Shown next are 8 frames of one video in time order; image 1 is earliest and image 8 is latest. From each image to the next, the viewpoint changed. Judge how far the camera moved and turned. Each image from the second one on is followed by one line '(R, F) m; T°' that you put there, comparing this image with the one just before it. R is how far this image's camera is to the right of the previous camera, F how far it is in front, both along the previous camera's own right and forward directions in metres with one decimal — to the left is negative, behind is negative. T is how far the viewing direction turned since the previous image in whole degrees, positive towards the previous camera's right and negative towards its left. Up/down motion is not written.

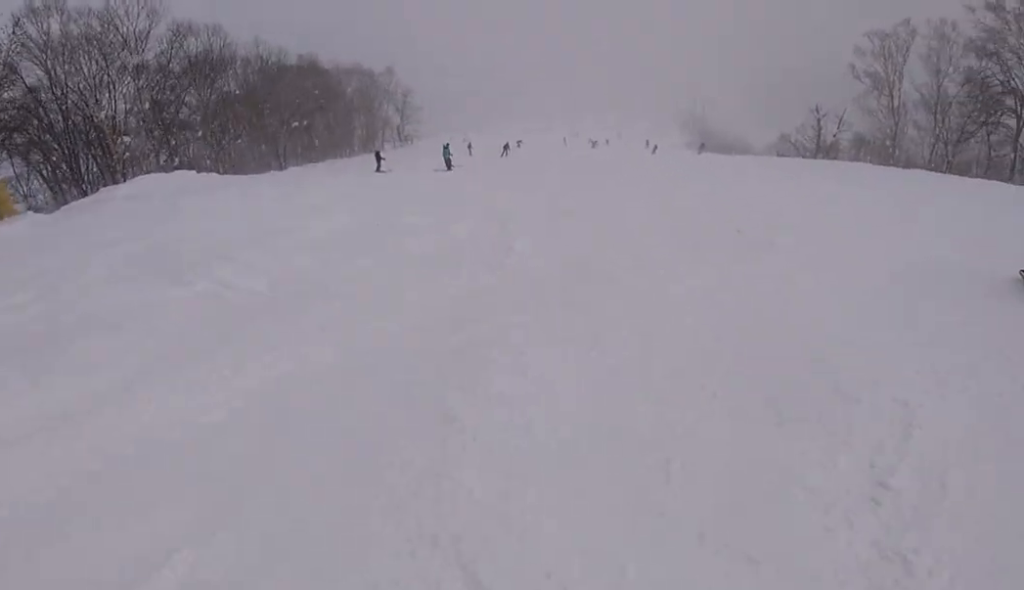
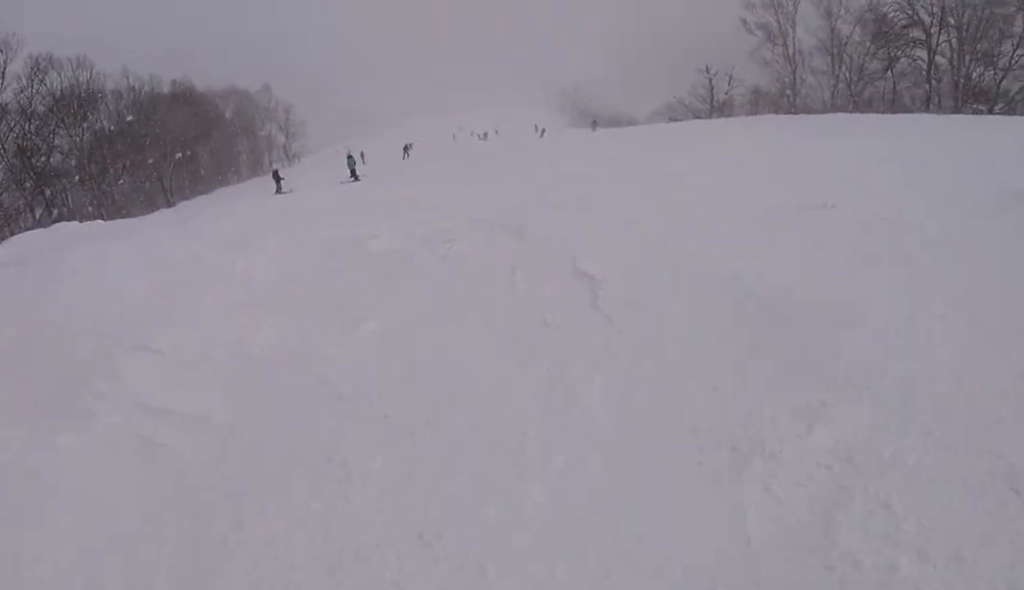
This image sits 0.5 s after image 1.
(+0.3, +3.5) m; +7°
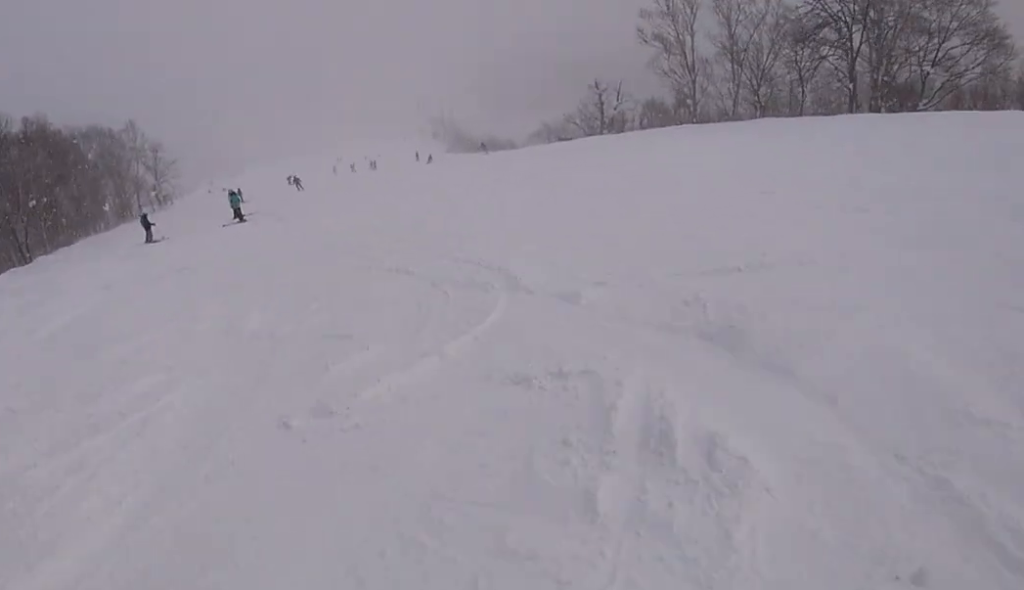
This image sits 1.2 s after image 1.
(+0.8, +5.4) m; +1°
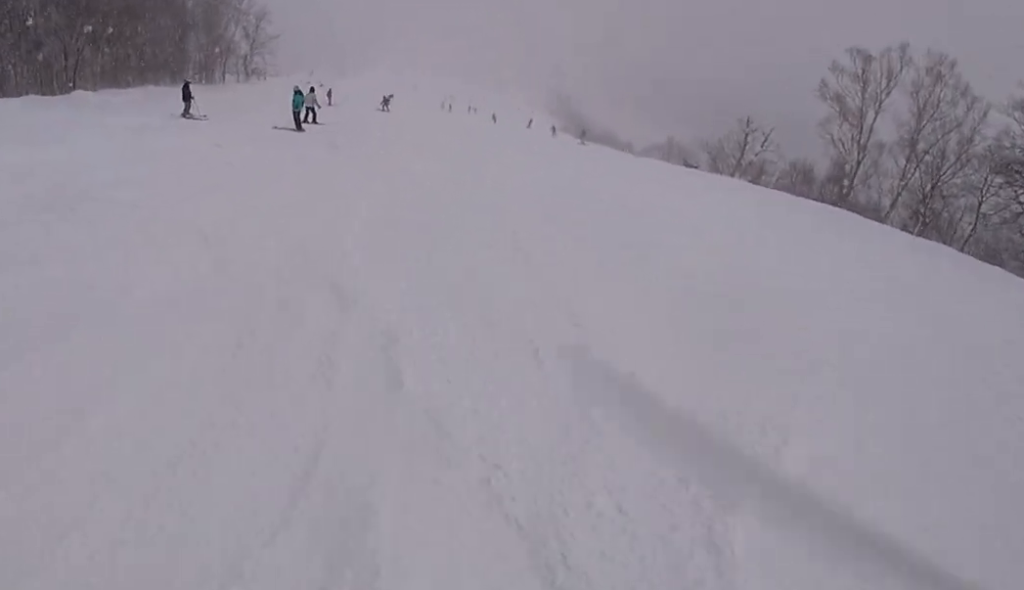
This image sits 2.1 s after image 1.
(-0.7, +6.1) m; +1°
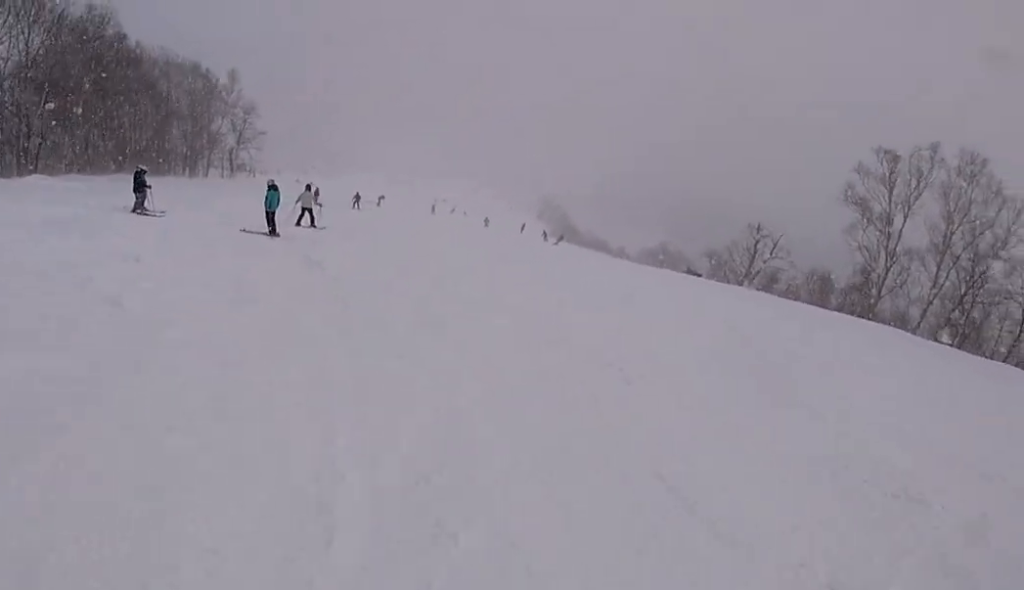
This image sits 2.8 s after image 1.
(+0.3, +5.0) m; +7°
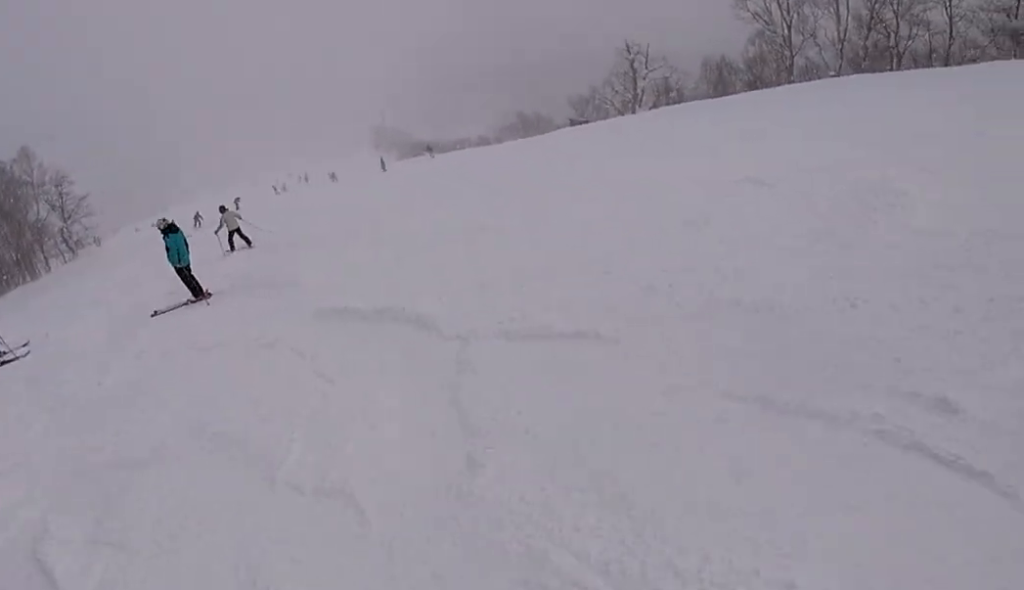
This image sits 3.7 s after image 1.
(+0.8, +6.9) m; +8°
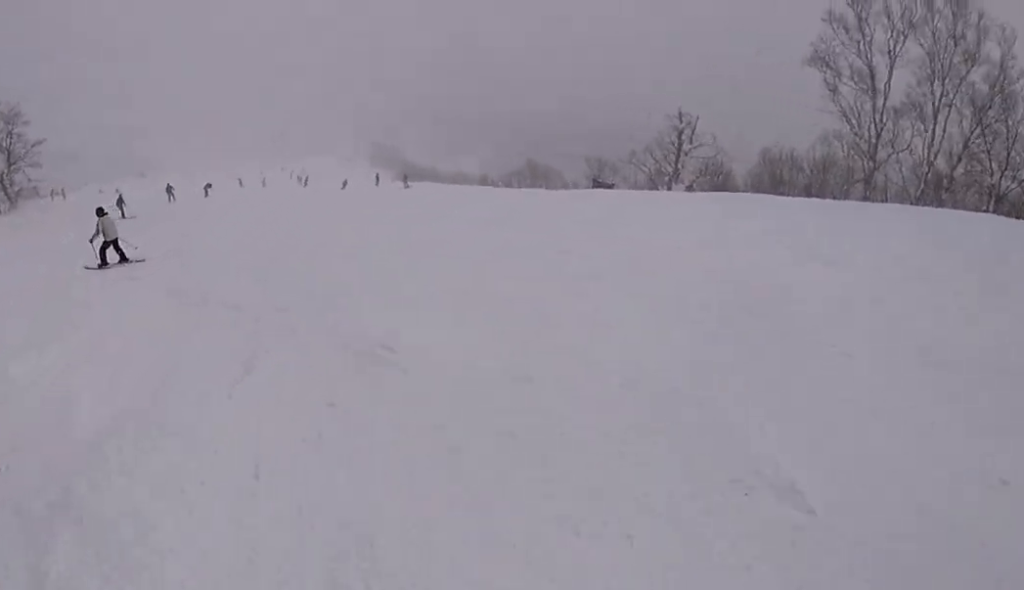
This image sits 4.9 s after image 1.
(+0.1, +8.2) m; 0°
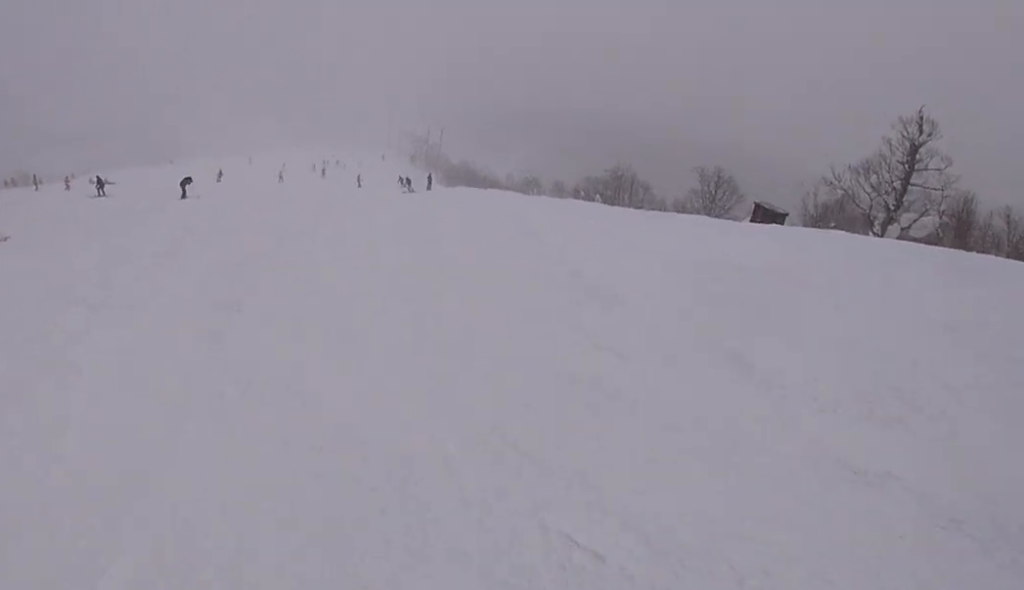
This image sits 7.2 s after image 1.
(+1.8, +19.0) m; +3°
